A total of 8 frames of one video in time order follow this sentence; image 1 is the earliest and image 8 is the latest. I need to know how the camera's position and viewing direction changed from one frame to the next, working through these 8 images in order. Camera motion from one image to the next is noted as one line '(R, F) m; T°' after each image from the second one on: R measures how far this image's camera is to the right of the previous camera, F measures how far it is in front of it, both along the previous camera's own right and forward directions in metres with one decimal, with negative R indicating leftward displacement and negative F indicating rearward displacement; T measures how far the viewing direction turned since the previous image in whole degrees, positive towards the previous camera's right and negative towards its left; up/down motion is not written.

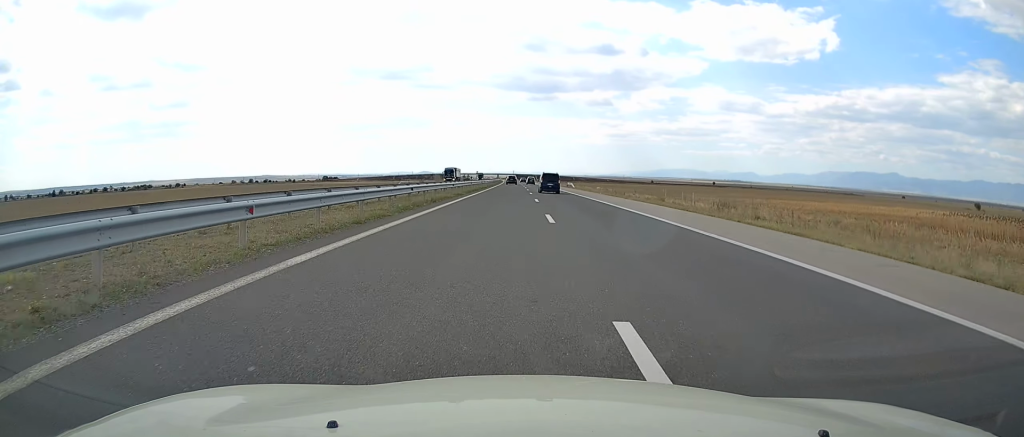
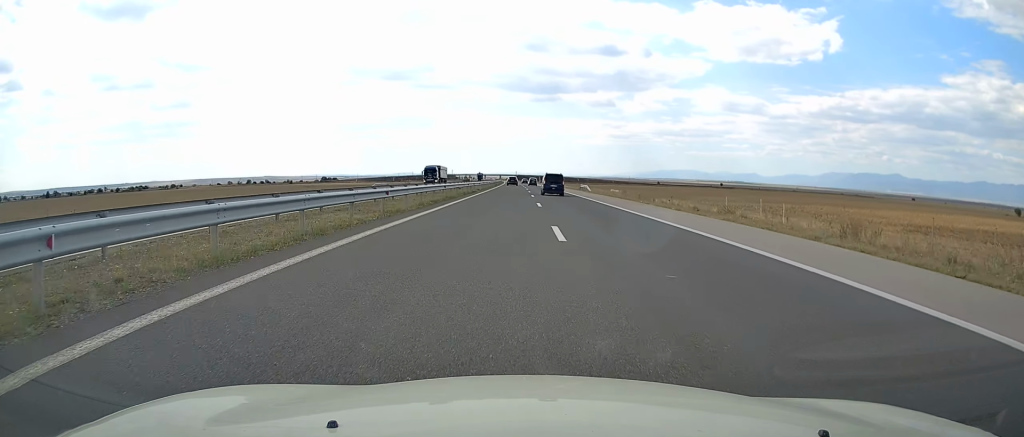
(-0.2, +20.9) m; 0°
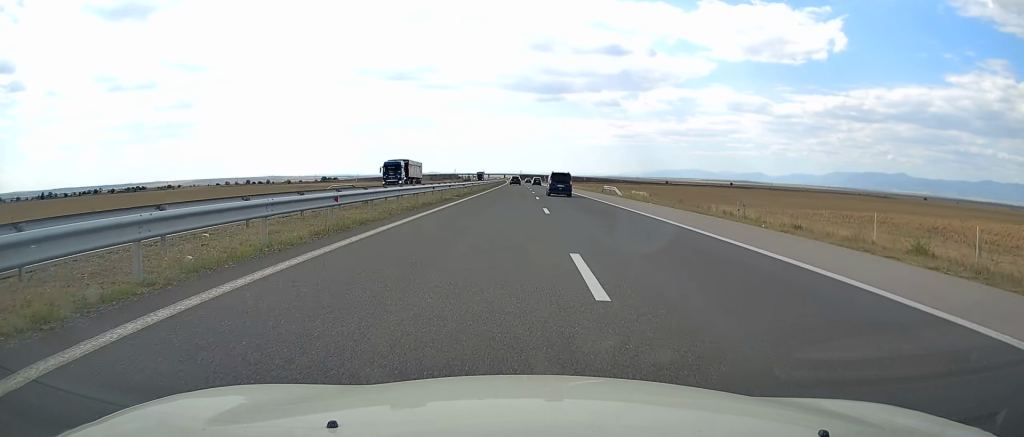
(0.0, +22.2) m; 0°
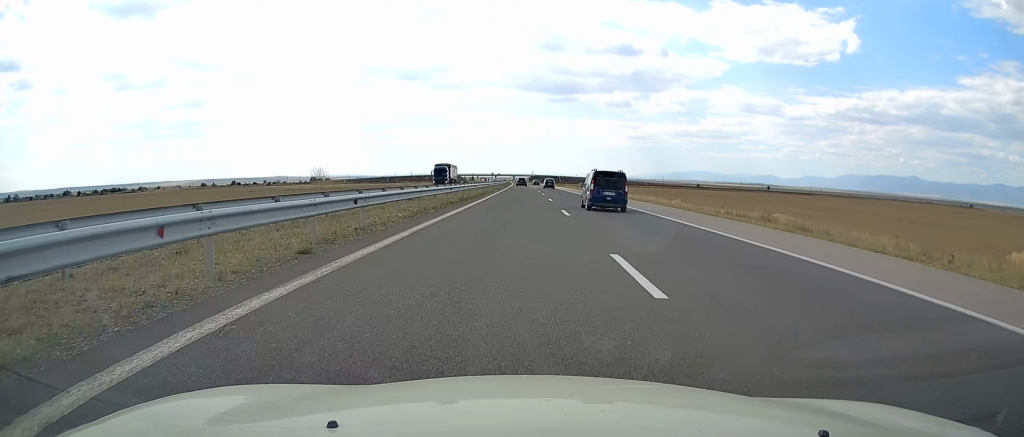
(-1.2, +95.4) m; -2°
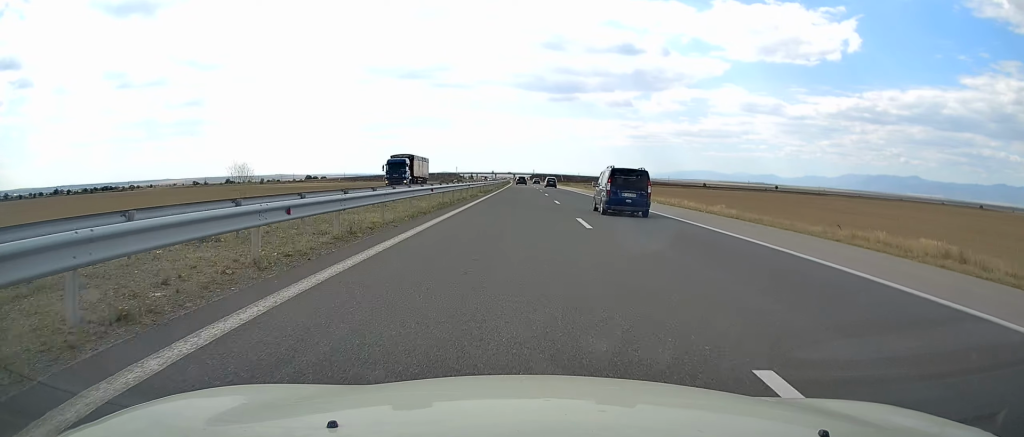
(0.0, +22.4) m; 0°
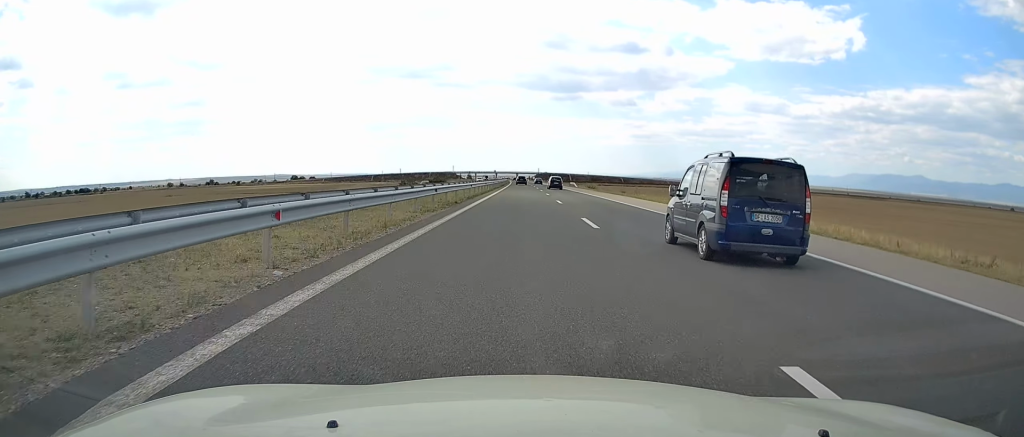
(-0.3, +63.9) m; 0°
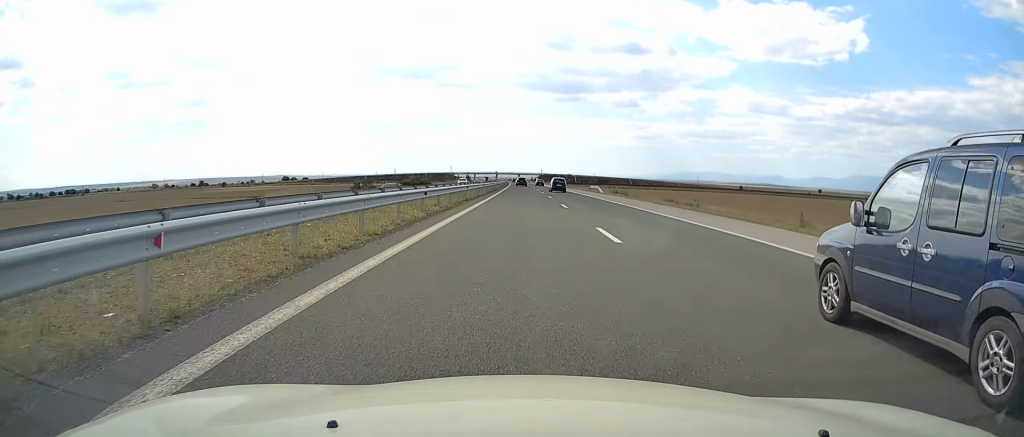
(+0.1, +35.4) m; 0°
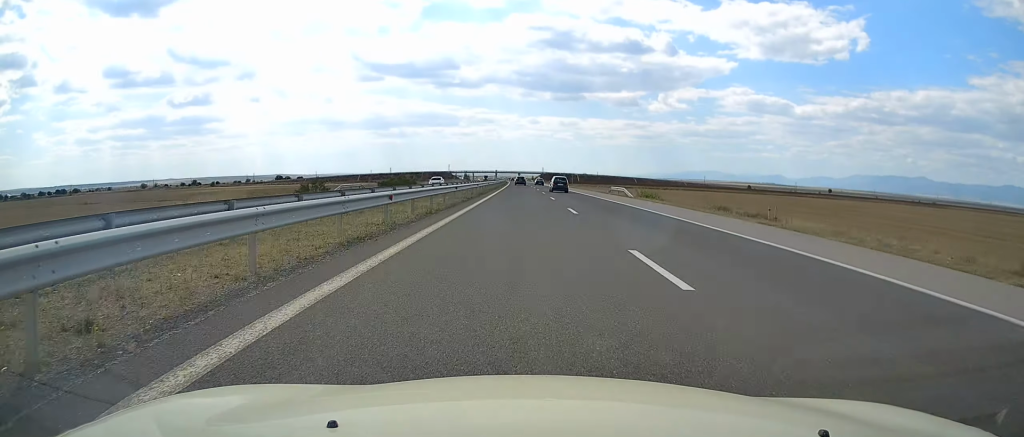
(+0.2, +21.6) m; 0°
